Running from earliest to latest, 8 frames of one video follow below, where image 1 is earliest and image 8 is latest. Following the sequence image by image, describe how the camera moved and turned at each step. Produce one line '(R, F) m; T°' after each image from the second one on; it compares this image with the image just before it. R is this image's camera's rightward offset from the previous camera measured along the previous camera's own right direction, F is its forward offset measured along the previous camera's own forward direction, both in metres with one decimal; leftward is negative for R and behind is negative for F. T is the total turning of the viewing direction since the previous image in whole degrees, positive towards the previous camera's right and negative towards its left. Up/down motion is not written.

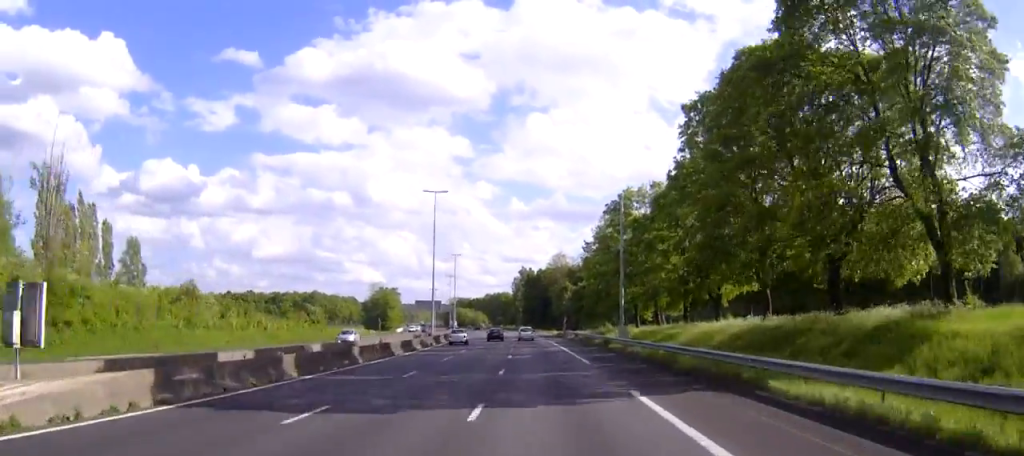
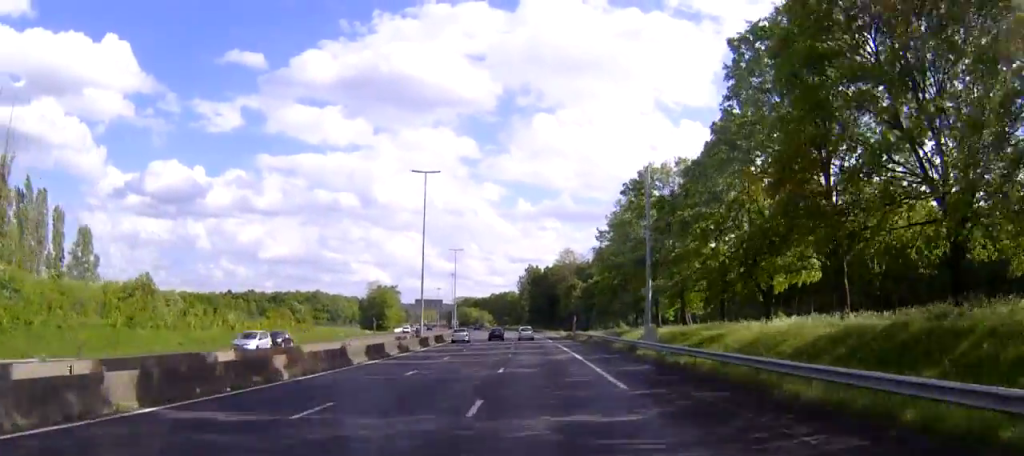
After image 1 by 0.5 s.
(0.0, +12.3) m; -1°
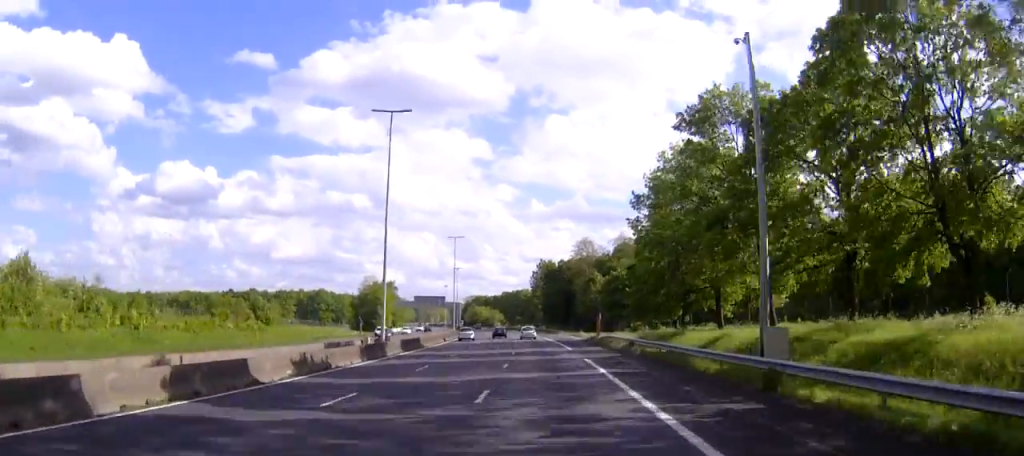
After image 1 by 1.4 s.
(-0.3, +23.7) m; -1°
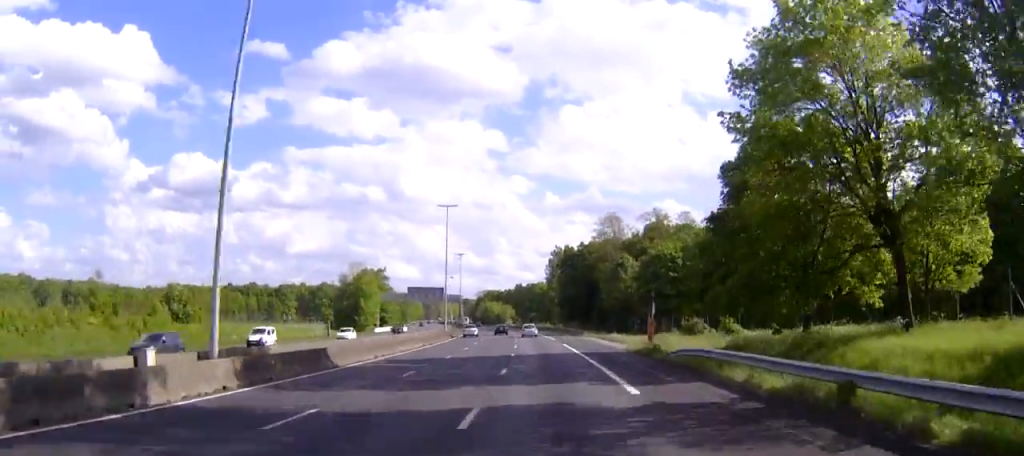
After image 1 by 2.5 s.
(-0.5, +30.0) m; -2°
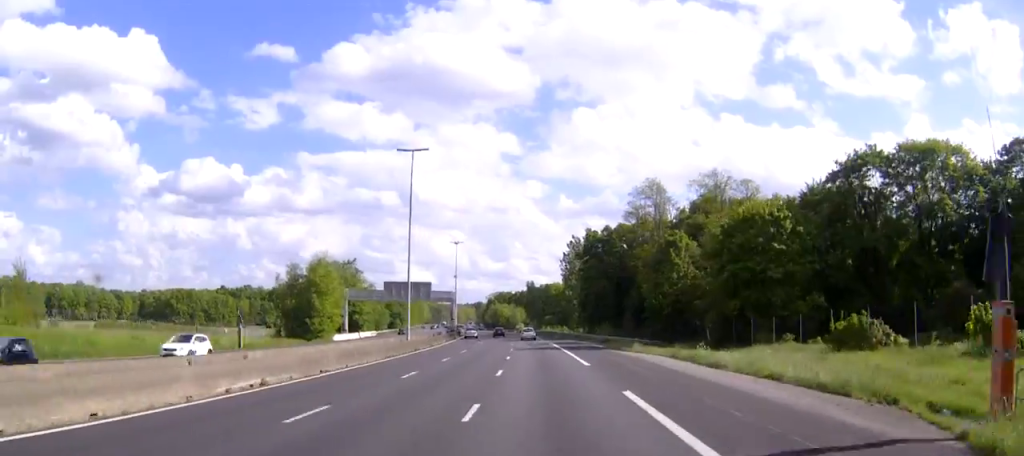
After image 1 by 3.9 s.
(-0.6, +37.7) m; -2°
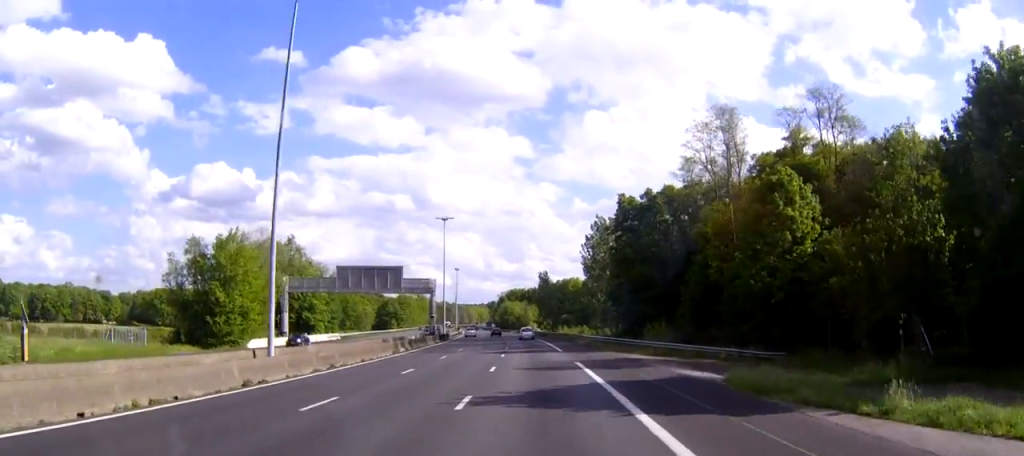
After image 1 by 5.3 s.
(-0.3, +36.6) m; -1°
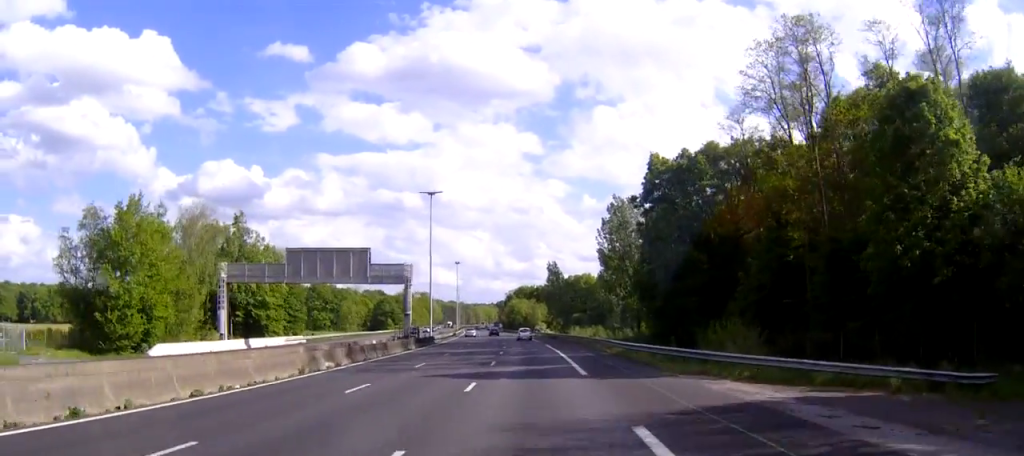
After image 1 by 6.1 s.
(-0.2, +21.1) m; -1°
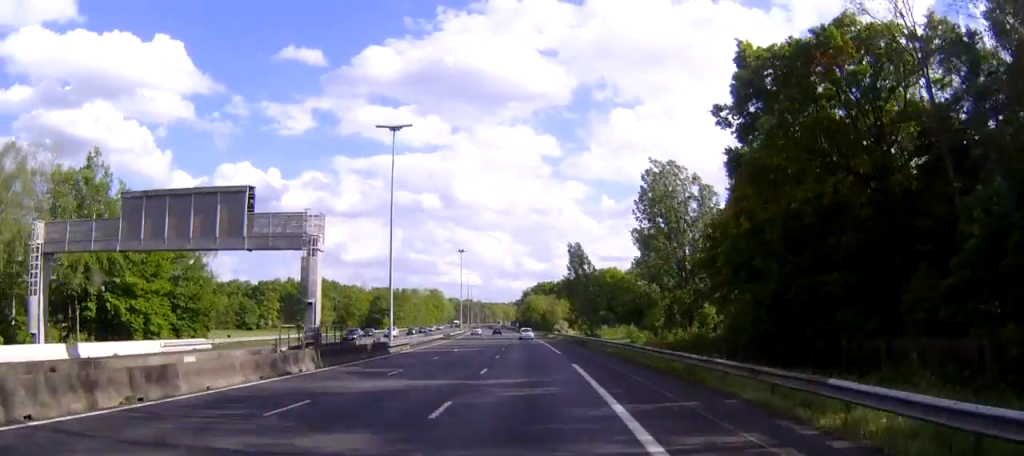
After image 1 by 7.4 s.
(-0.3, +32.6) m; -1°
